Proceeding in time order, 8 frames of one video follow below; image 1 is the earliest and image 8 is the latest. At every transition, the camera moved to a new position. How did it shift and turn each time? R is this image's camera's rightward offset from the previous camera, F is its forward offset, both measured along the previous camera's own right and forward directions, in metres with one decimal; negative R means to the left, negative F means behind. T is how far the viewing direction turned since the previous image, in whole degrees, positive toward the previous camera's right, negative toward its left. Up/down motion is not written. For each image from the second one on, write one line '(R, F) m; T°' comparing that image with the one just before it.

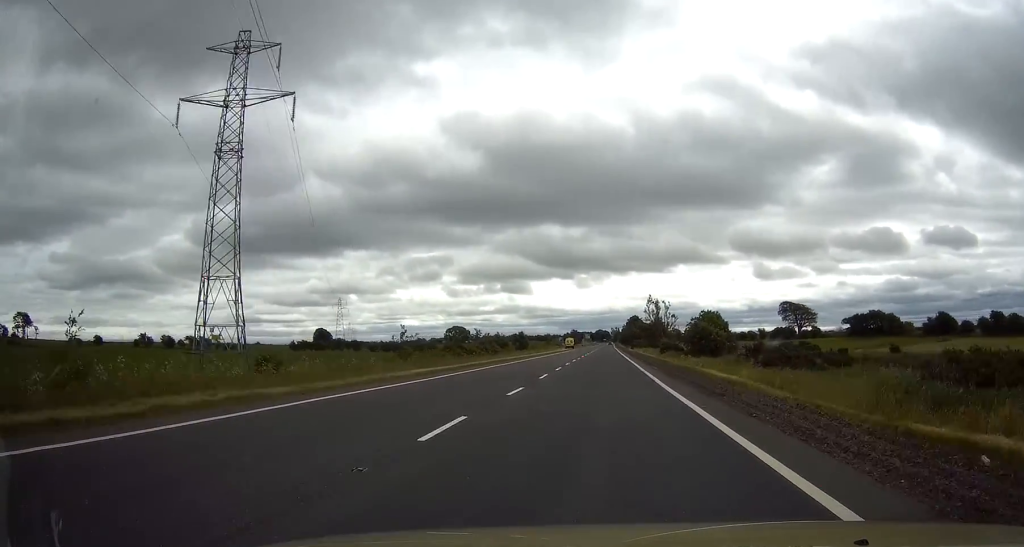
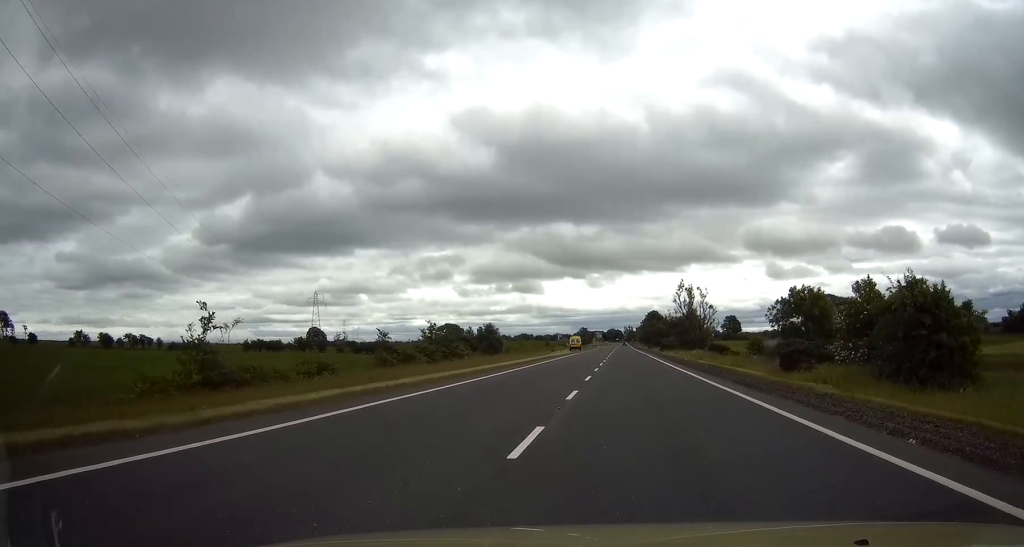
(0.0, +42.7) m; 0°
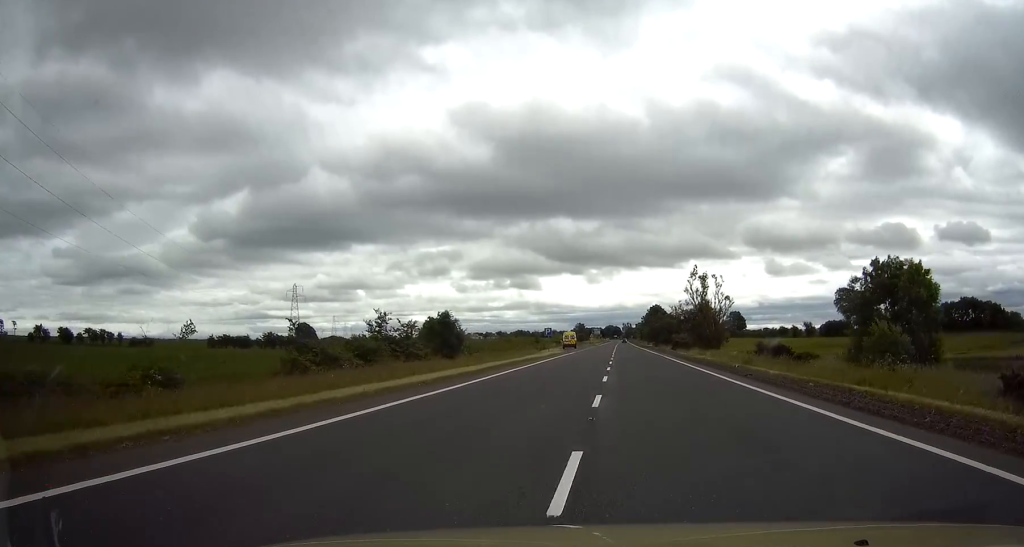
(0.0, +19.3) m; 0°
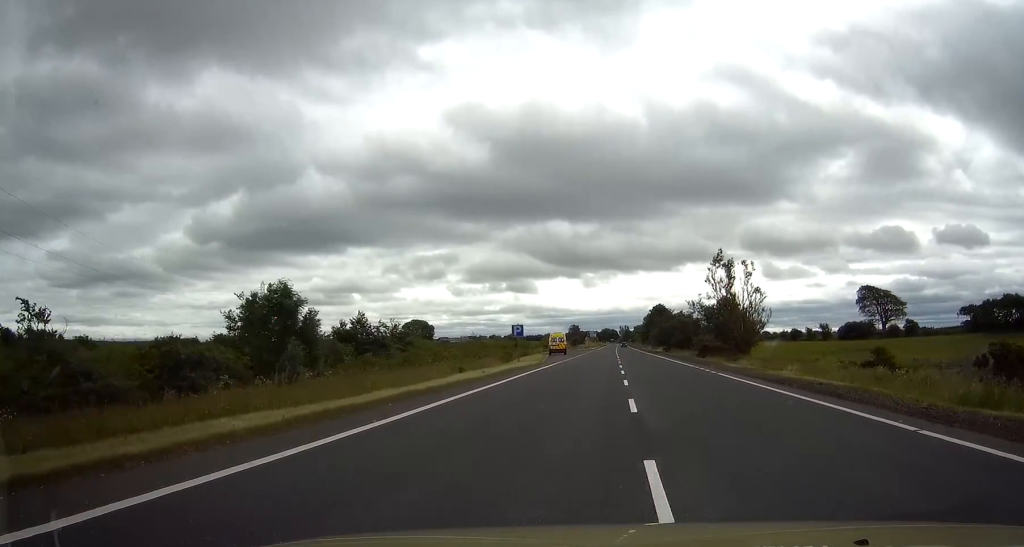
(0.0, +25.6) m; 0°
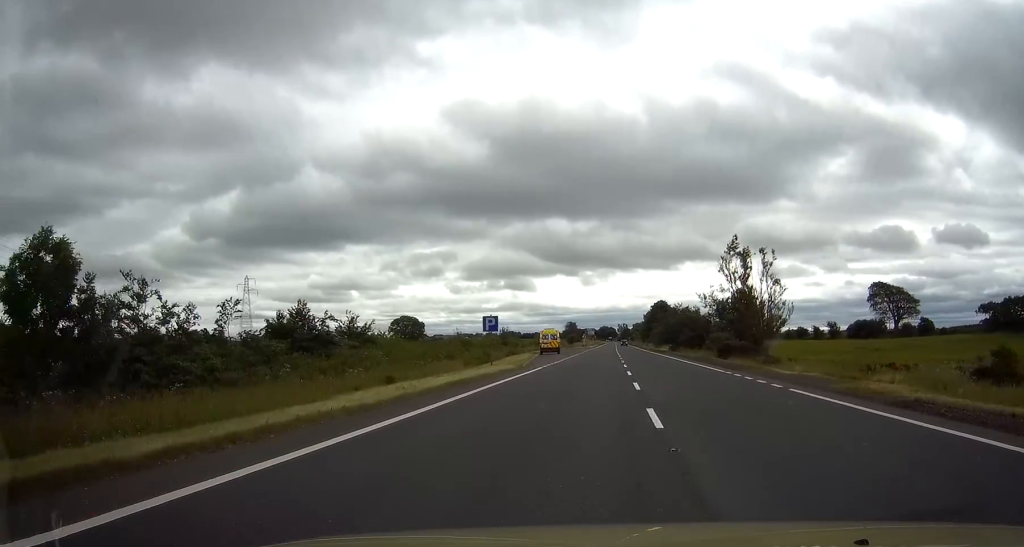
(+0.1, +11.5) m; 0°
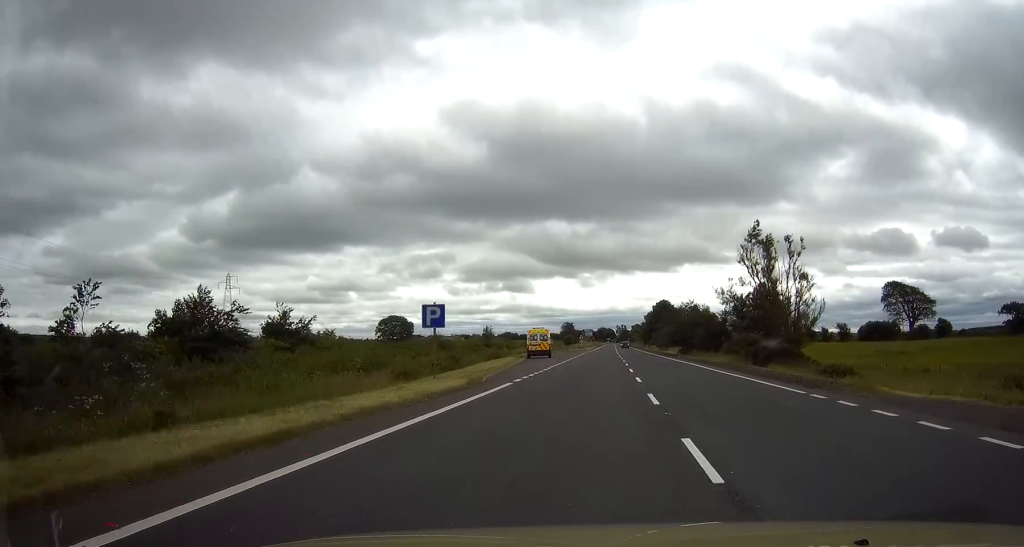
(0.0, +12.5) m; 0°
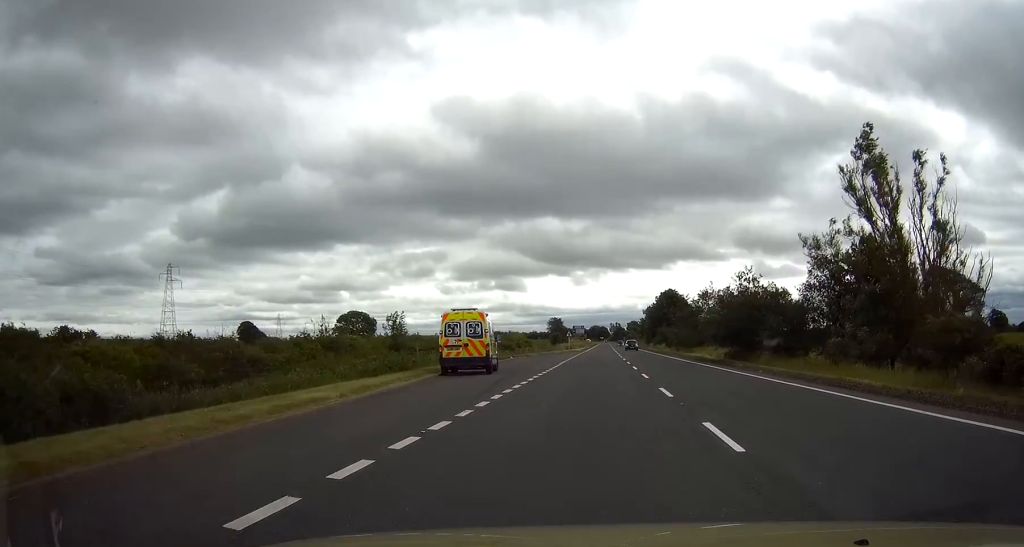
(+0.1, +33.0) m; +1°
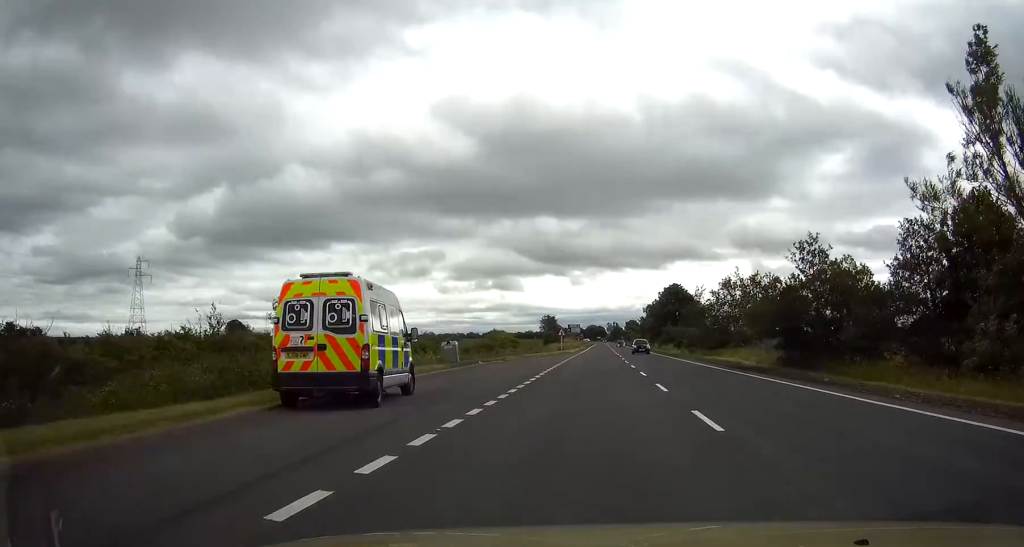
(0.0, +15.0) m; 0°
